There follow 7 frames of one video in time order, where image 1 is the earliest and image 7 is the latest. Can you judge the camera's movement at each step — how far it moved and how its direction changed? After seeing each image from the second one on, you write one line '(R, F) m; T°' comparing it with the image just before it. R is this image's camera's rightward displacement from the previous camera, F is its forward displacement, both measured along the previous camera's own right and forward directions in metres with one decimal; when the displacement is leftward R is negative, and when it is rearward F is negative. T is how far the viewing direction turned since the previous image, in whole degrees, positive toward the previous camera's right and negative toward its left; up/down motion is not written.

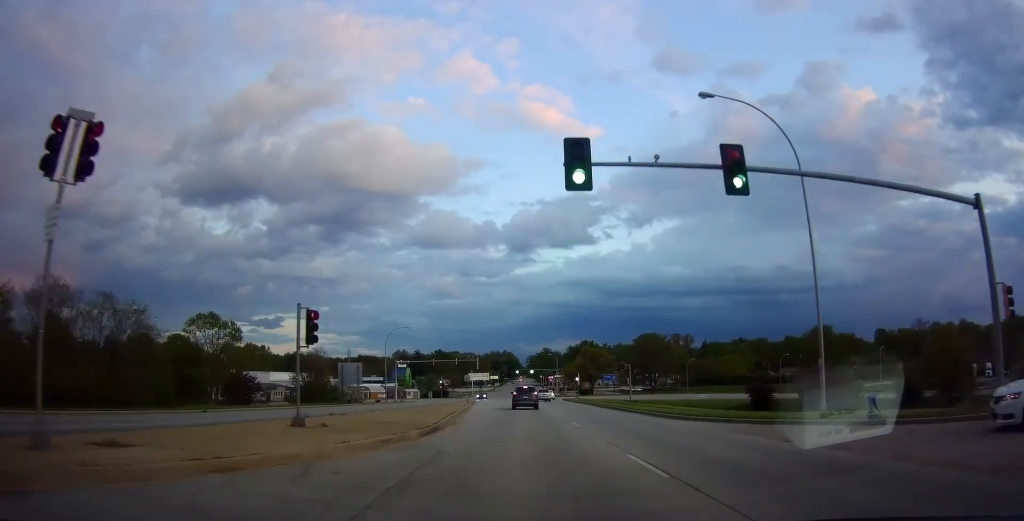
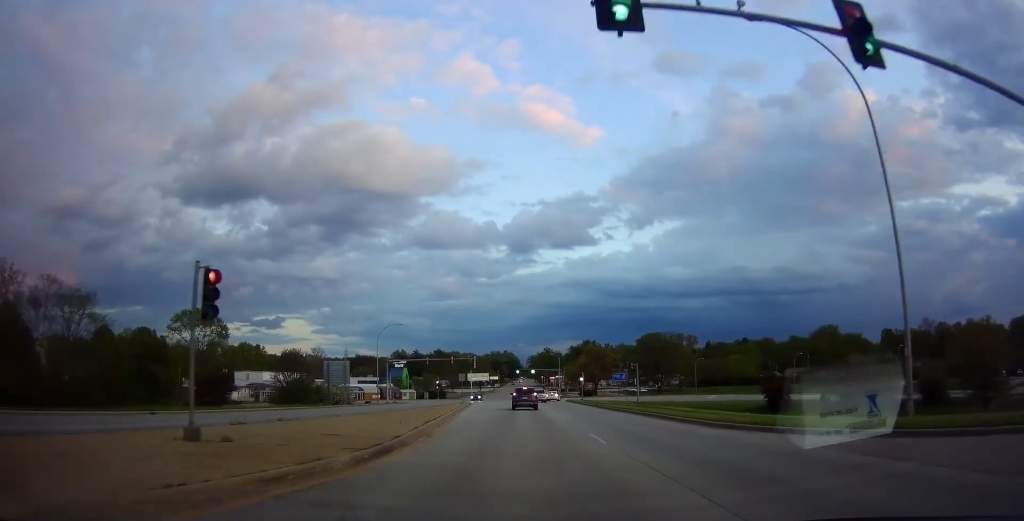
(-0.2, +20.5) m; -1°
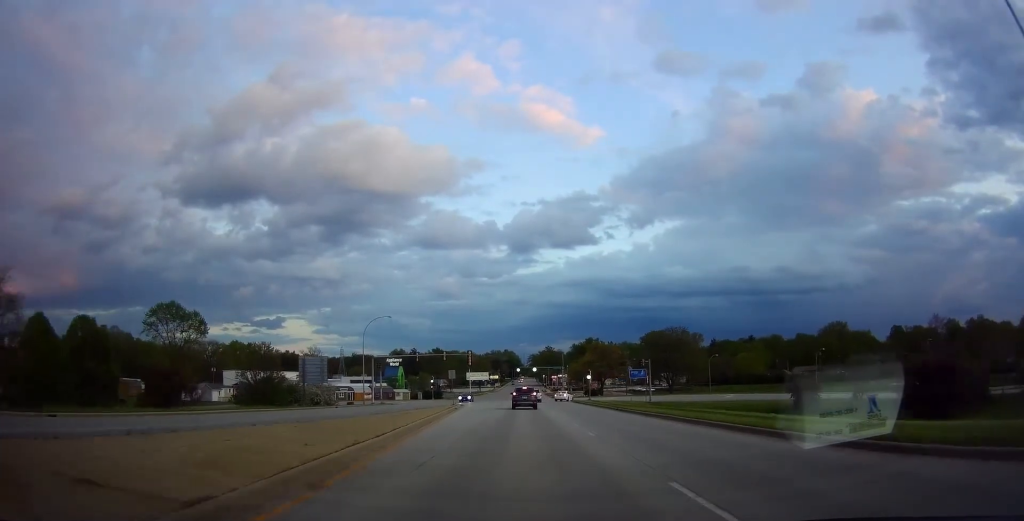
(0.0, +8.4) m; +1°
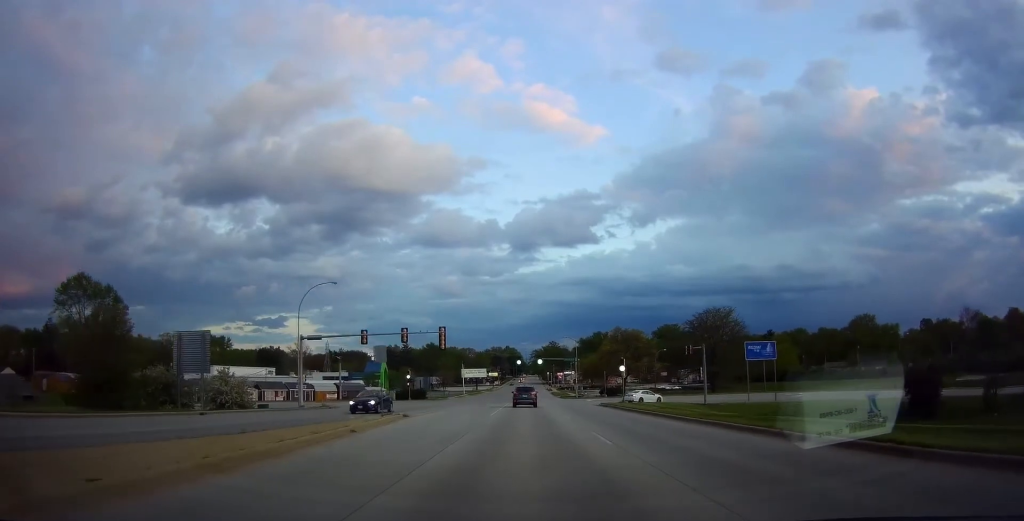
(+0.5, +25.6) m; +2°
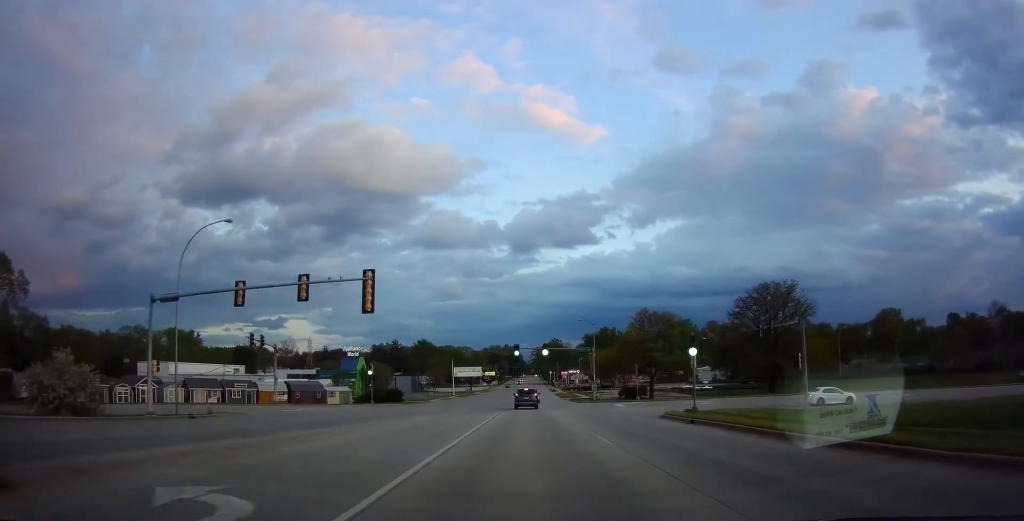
(-0.6, +23.6) m; -3°
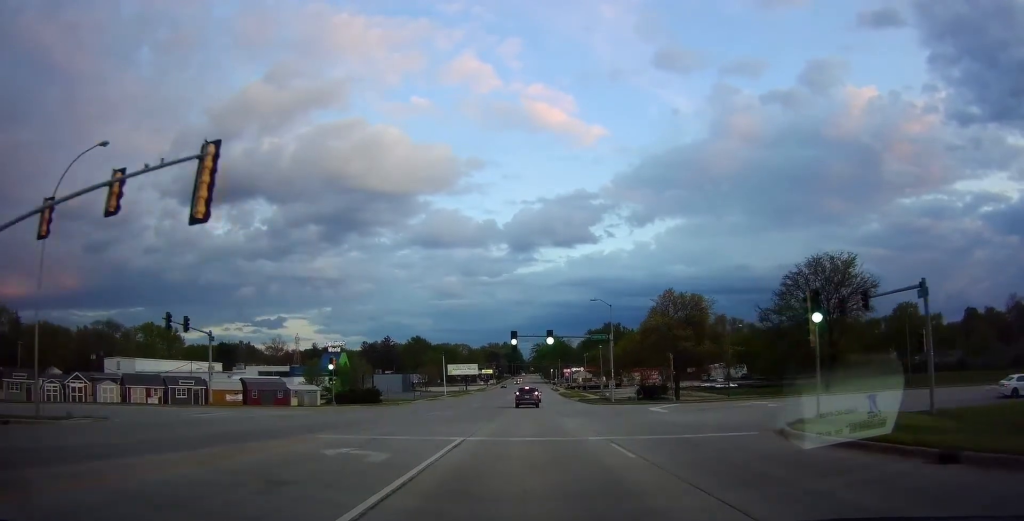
(-0.3, +15.3) m; 0°
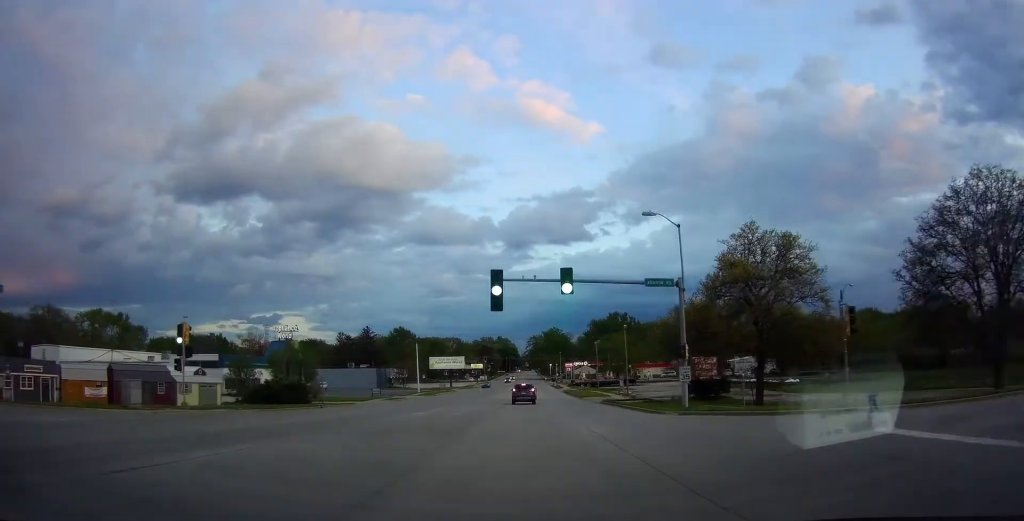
(+0.5, +26.1) m; +1°
